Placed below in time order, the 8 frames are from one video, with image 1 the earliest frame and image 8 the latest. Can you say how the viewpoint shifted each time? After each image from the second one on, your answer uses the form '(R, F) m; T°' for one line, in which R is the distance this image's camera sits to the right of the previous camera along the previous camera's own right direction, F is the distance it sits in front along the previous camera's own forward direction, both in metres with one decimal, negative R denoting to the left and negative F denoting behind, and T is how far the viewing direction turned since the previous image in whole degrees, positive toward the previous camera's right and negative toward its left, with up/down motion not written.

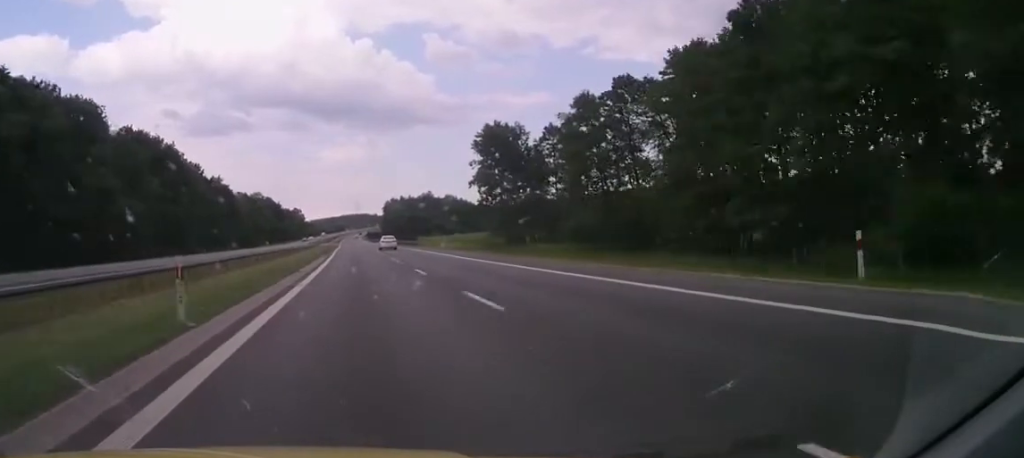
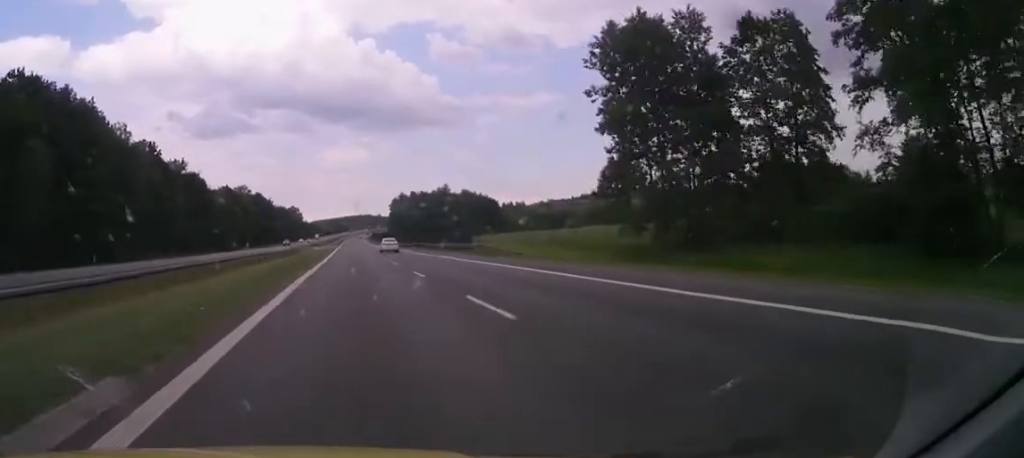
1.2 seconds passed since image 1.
(+0.1, +37.9) m; 0°
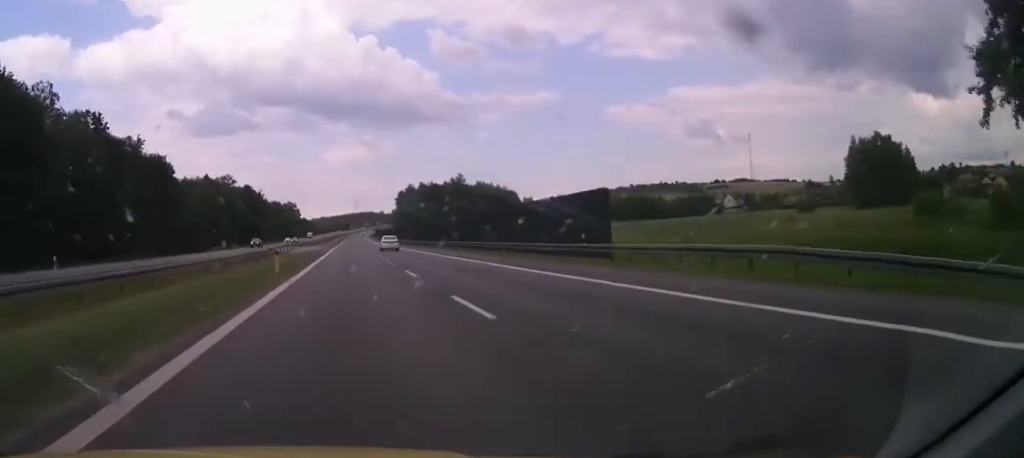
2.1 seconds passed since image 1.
(0.0, +26.2) m; 0°
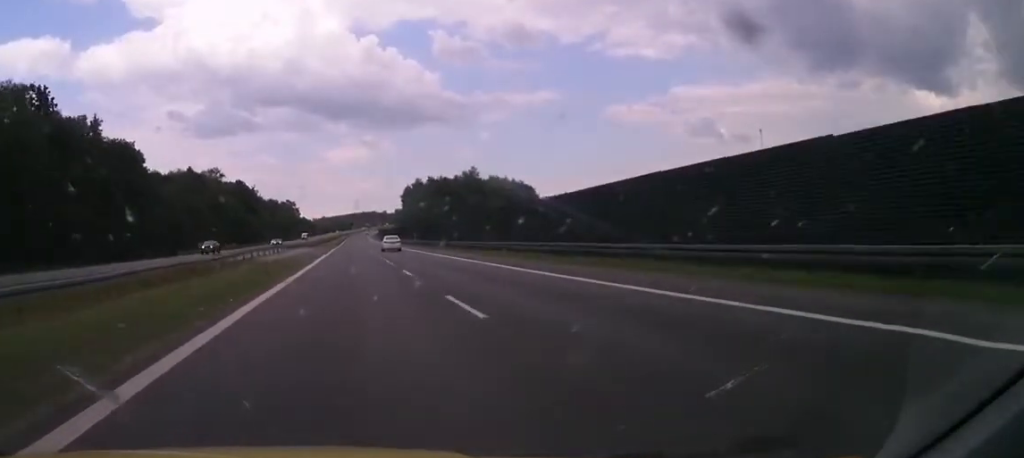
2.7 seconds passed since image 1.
(0.0, +18.4) m; 0°
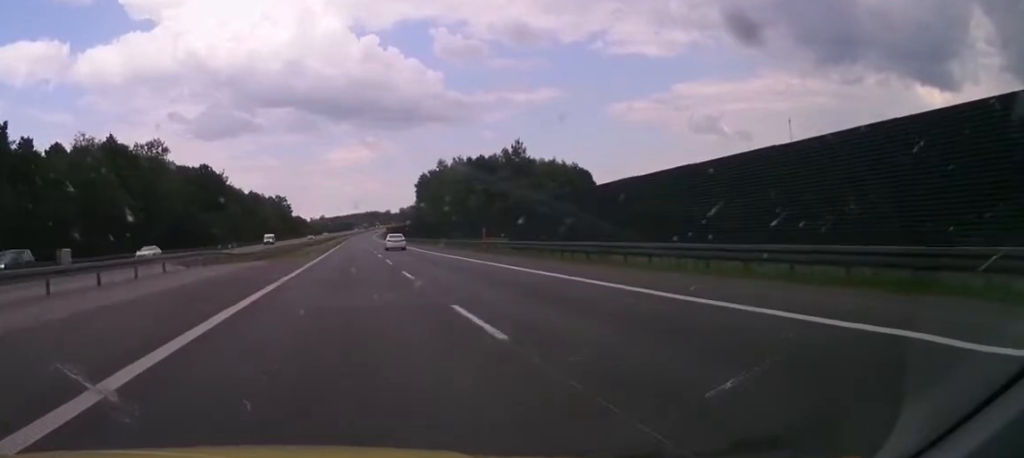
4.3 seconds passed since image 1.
(0.0, +55.5) m; +1°
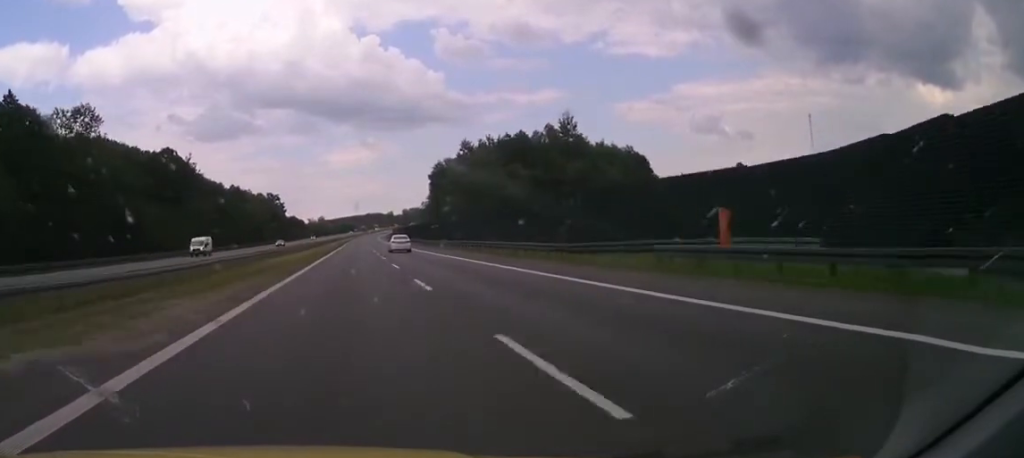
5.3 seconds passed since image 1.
(+0.1, +40.4) m; 0°
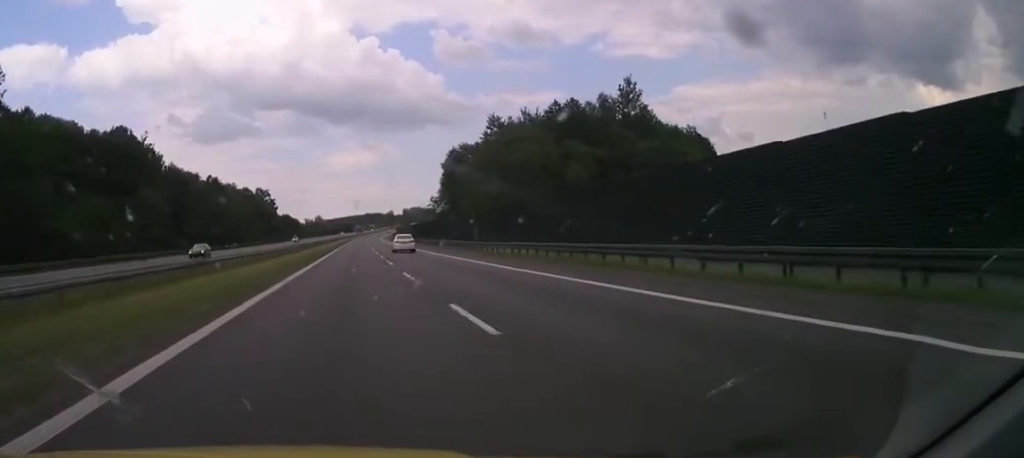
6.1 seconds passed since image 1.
(0.0, +34.7) m; 0°
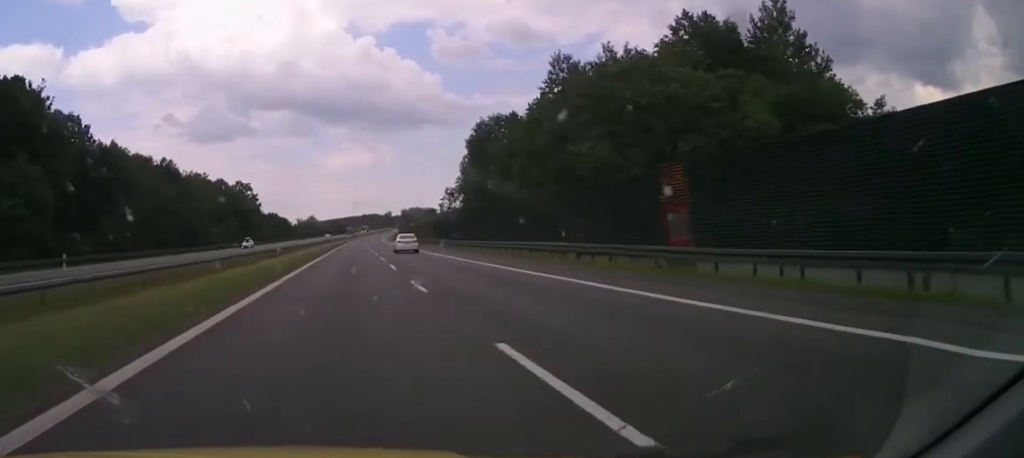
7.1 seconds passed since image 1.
(0.0, +46.9) m; 0°
